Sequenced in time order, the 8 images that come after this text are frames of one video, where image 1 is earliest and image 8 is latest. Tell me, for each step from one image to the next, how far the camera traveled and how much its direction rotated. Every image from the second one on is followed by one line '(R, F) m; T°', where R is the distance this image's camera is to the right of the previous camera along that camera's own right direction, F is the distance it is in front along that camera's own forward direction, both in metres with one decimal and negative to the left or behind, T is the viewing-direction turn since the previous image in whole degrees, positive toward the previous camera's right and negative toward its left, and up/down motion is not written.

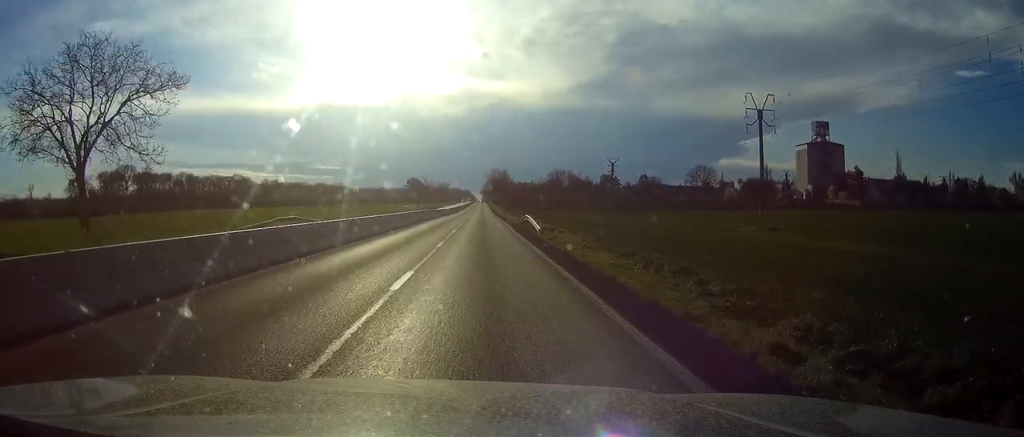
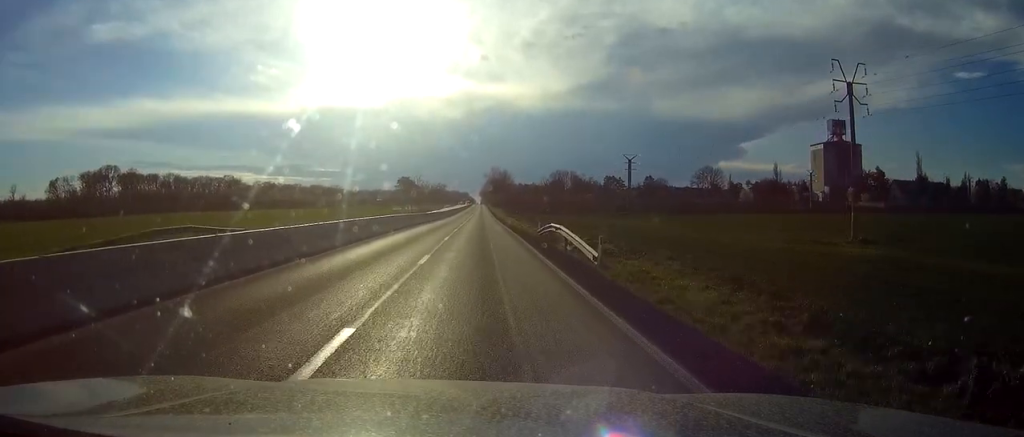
(0.0, +18.7) m; 0°
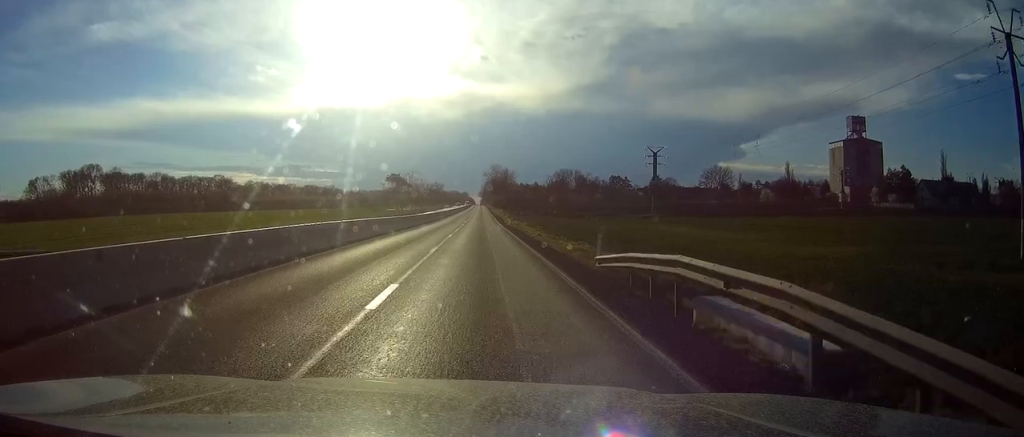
(0.0, +19.6) m; 0°
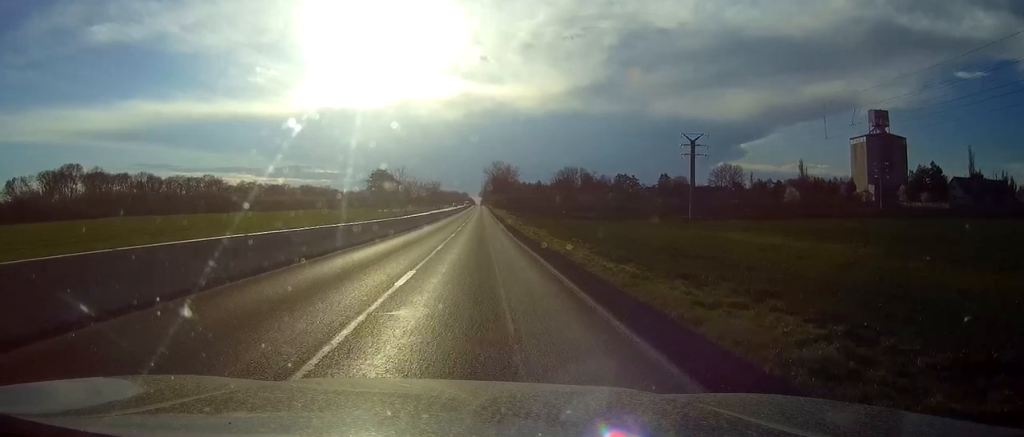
(0.0, +20.6) m; 0°
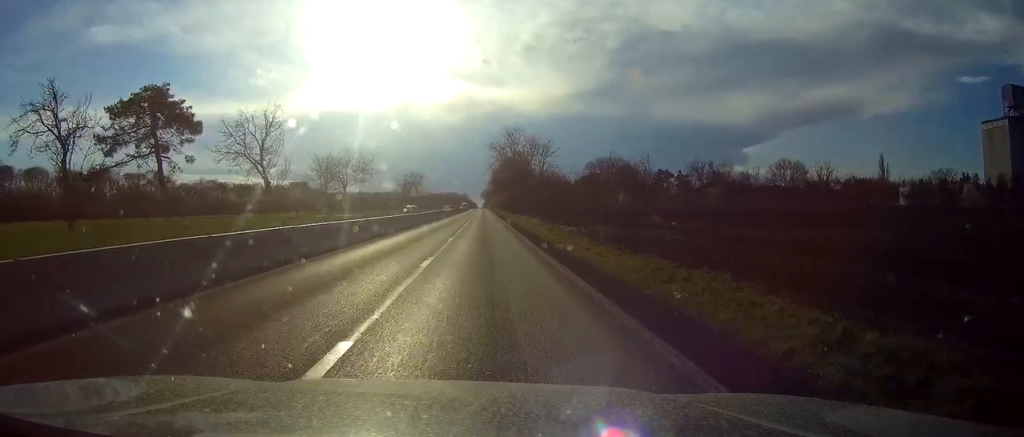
(-0.2, +93.3) m; -1°
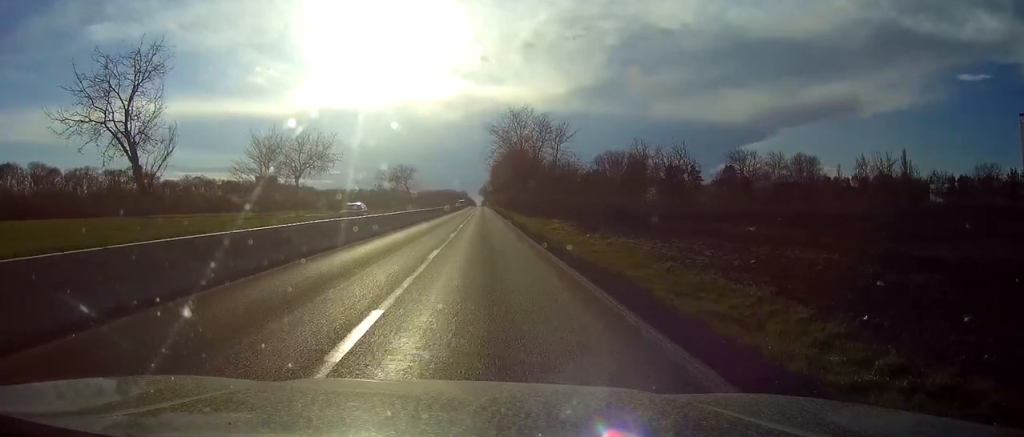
(0.0, +22.1) m; 0°
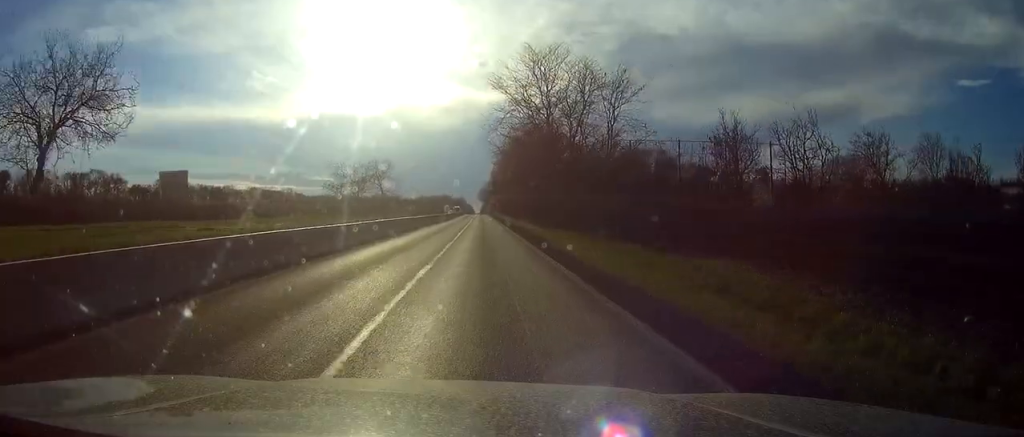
(+0.3, +40.1) m; 0°
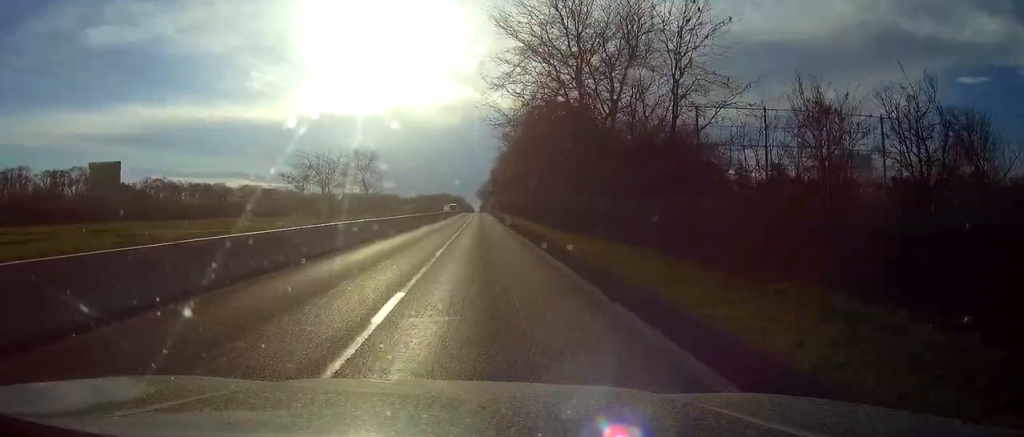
(0.0, +18.0) m; 0°
